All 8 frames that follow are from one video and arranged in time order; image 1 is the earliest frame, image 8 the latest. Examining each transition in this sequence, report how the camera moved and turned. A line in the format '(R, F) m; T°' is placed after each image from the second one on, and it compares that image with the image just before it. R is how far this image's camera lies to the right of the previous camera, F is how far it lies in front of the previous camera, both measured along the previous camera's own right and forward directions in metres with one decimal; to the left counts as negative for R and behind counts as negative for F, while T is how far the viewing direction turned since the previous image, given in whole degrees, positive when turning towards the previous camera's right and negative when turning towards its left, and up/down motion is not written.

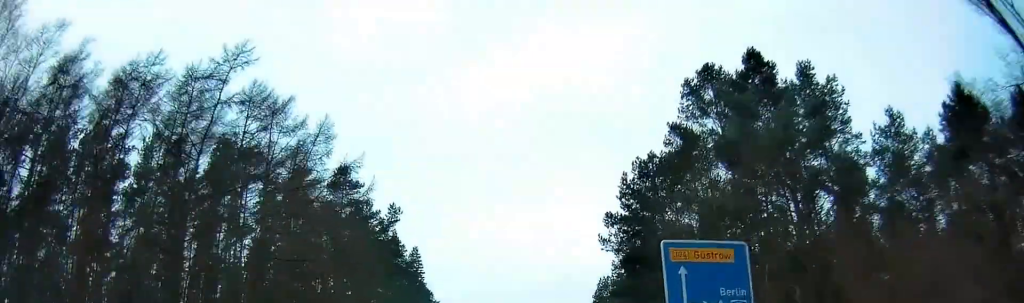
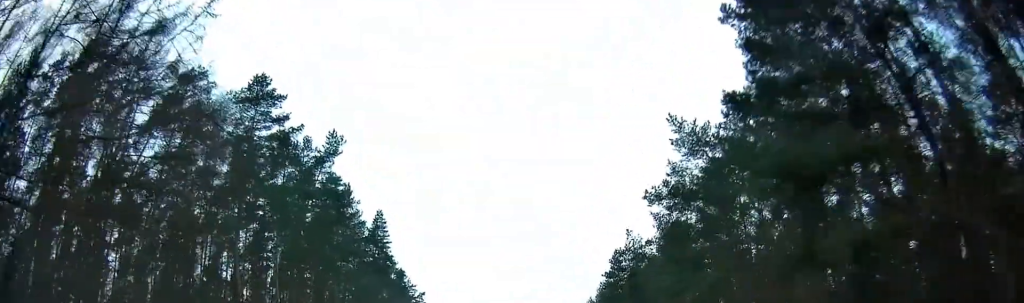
(+0.2, +22.9) m; -1°
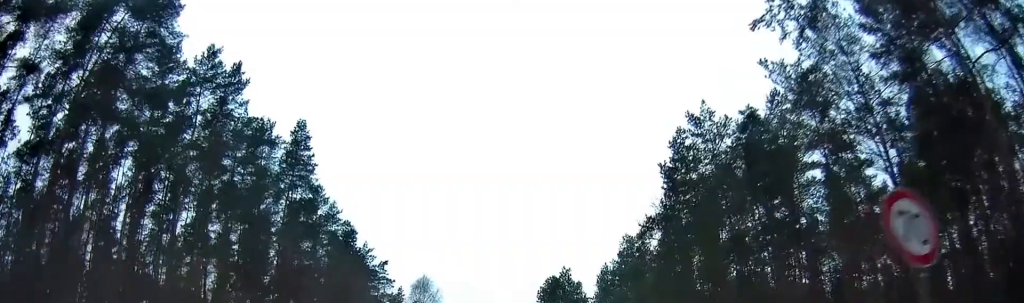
(-0.4, +30.2) m; 0°
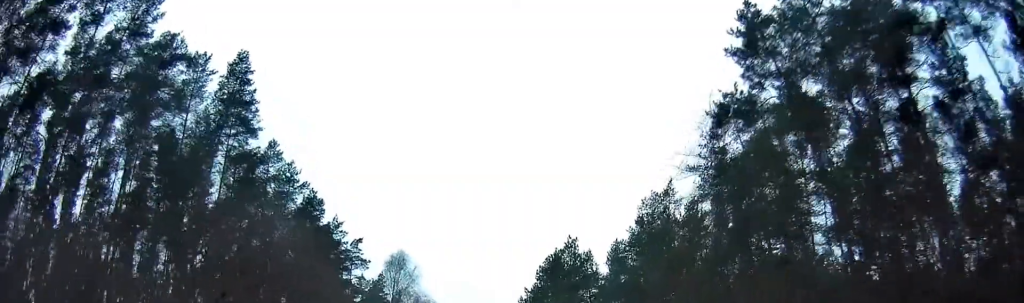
(+0.1, +13.9) m; 0°
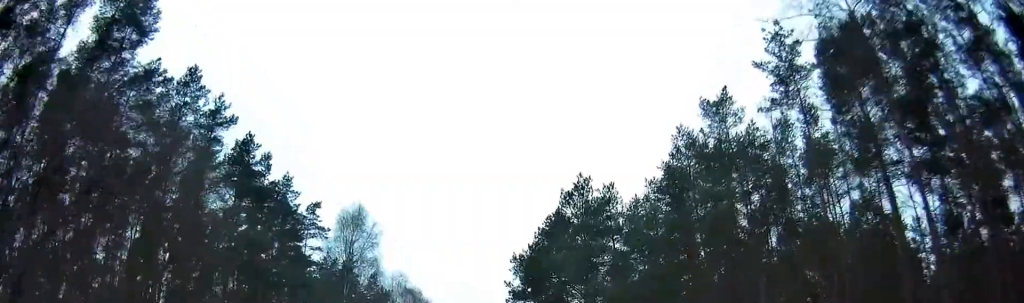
(0.0, +16.5) m; 0°
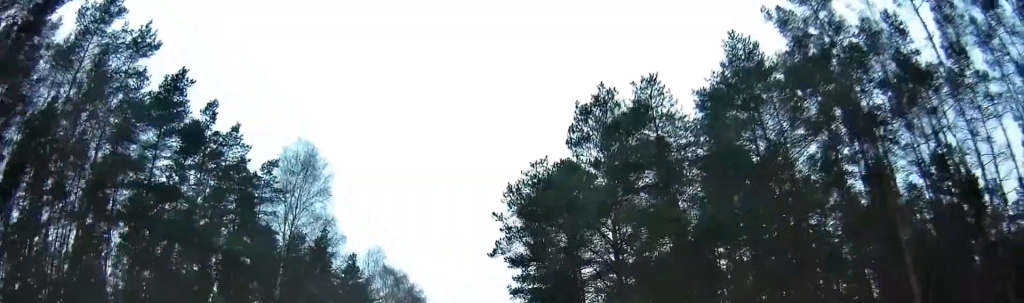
(0.0, +13.2) m; 0°
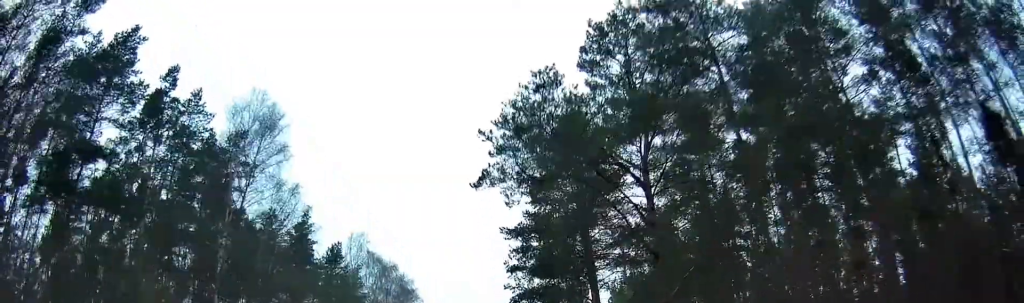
(0.0, +7.7) m; 0°
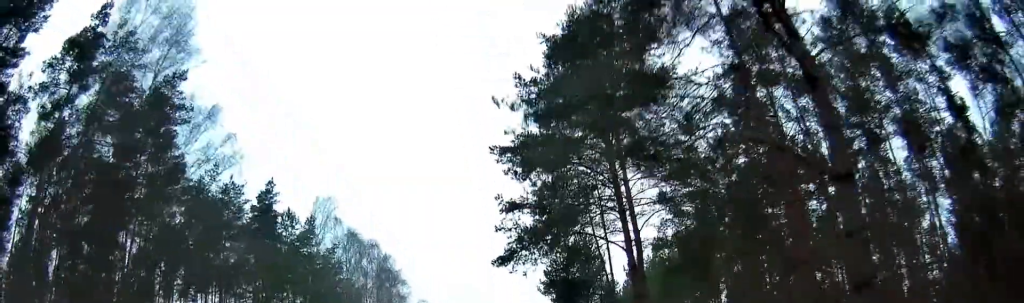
(0.0, +11.9) m; +1°
